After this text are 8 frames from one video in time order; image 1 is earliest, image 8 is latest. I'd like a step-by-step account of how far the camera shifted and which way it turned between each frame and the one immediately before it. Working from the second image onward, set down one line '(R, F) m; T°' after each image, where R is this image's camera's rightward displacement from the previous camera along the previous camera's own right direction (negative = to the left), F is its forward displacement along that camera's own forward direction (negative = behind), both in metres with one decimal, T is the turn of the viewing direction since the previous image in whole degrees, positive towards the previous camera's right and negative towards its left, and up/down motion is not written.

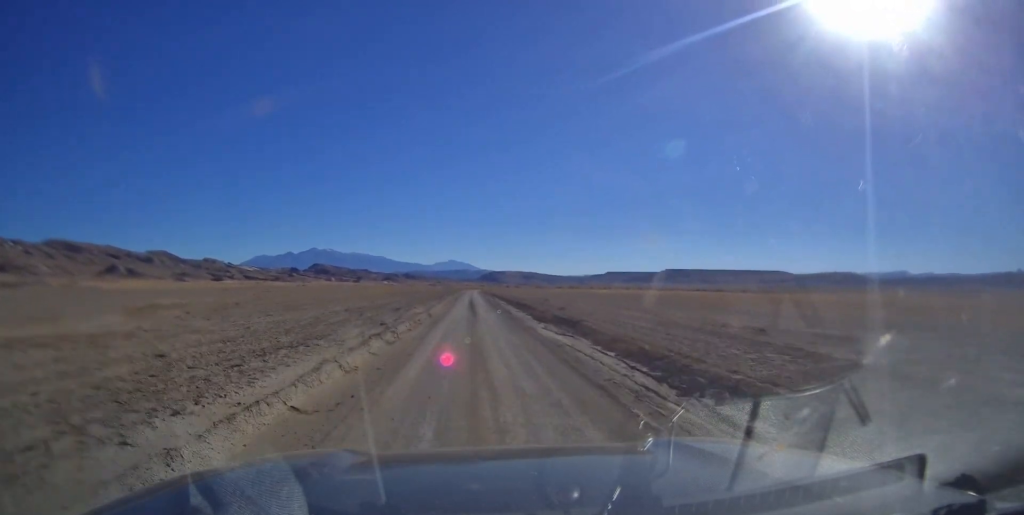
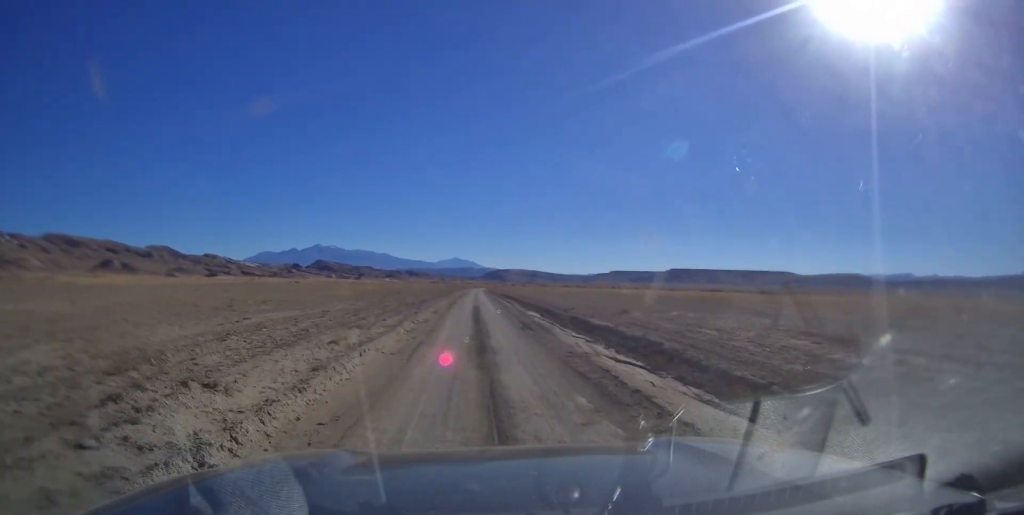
(+0.2, +26.9) m; 0°
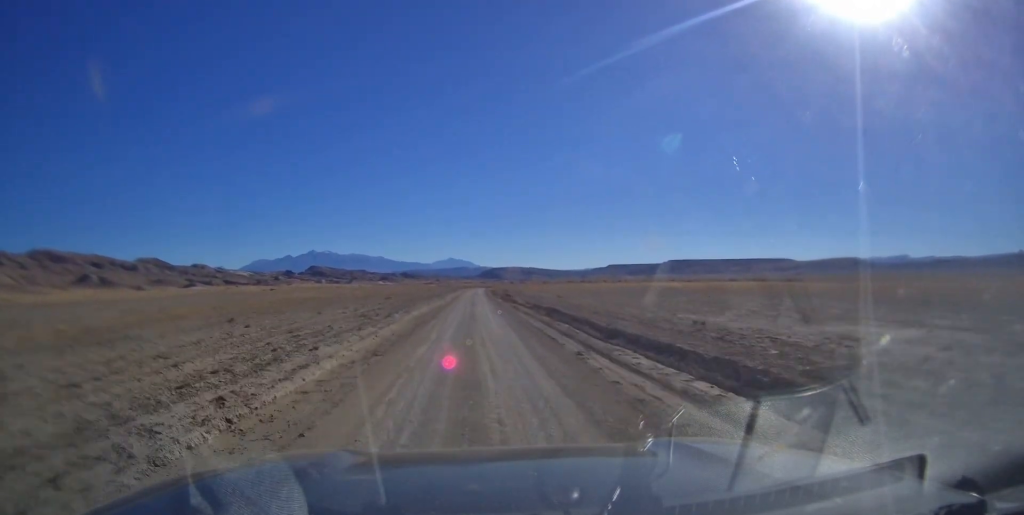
(-0.2, +54.9) m; 0°
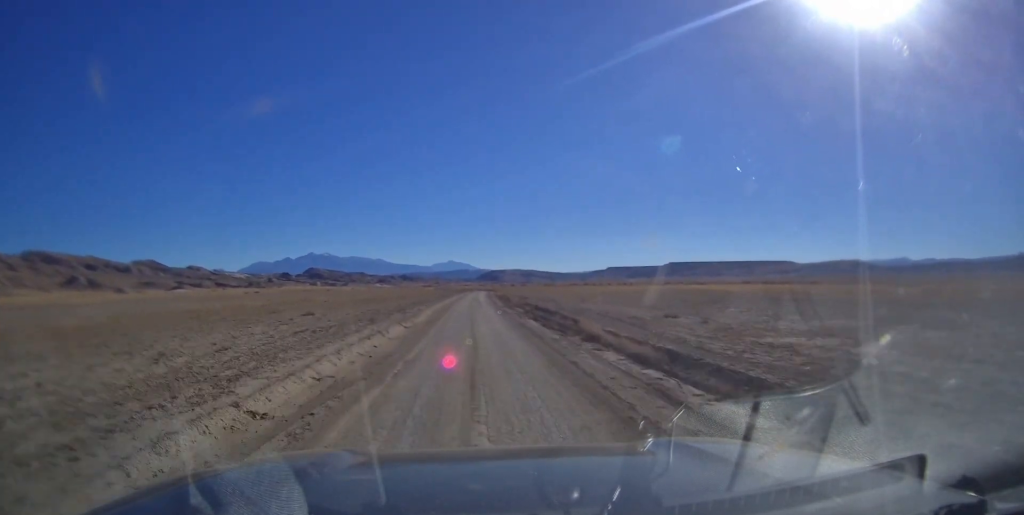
(0.0, +31.4) m; 0°
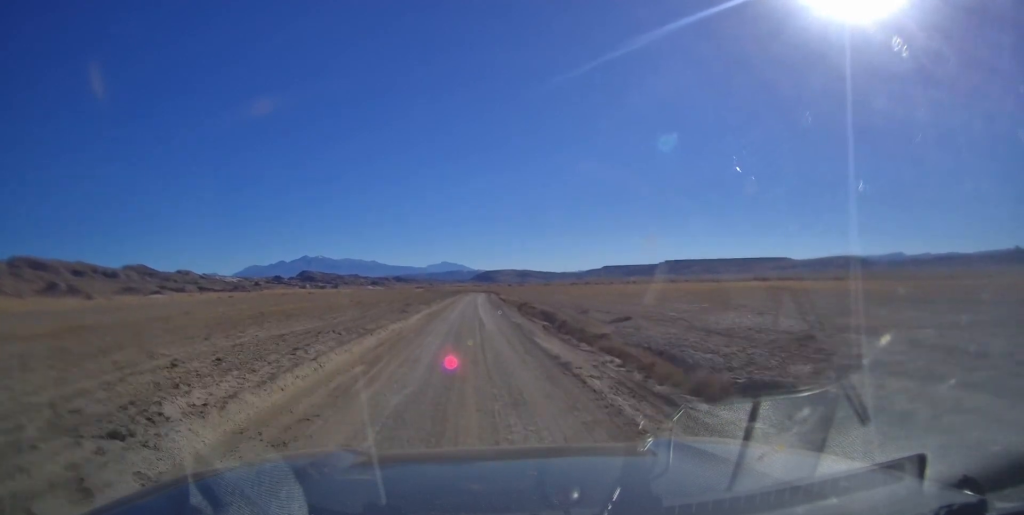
(-0.2, +38.4) m; 0°
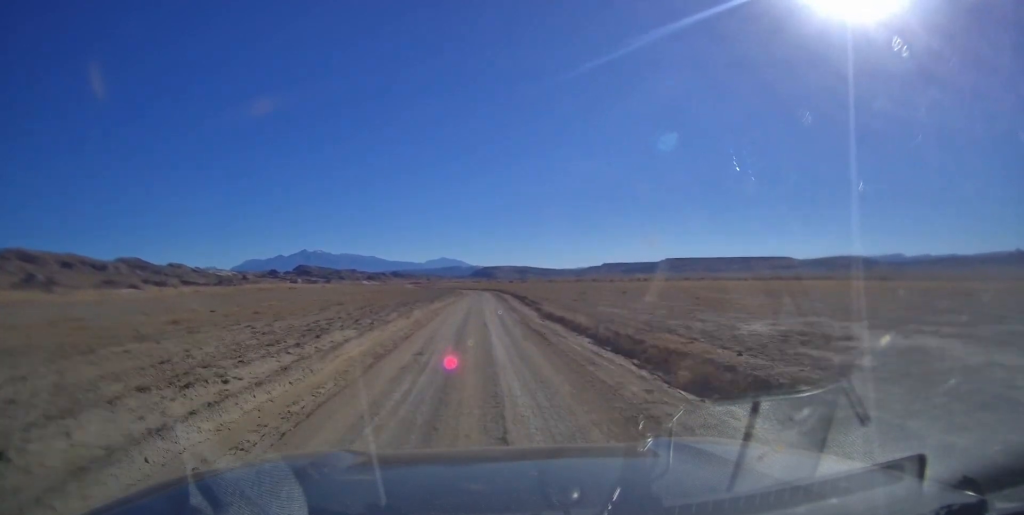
(+0.6, +47.8) m; +1°
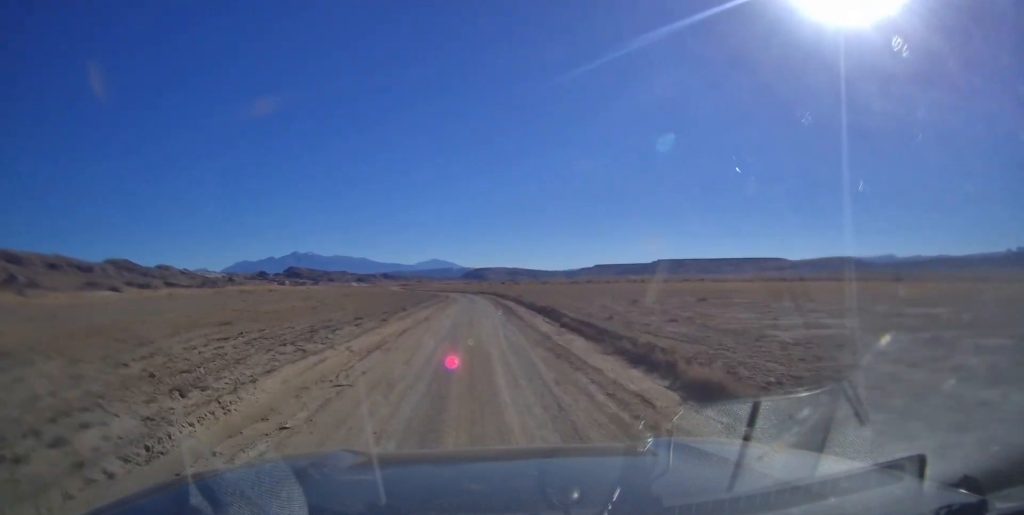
(-0.1, +21.7) m; 0°
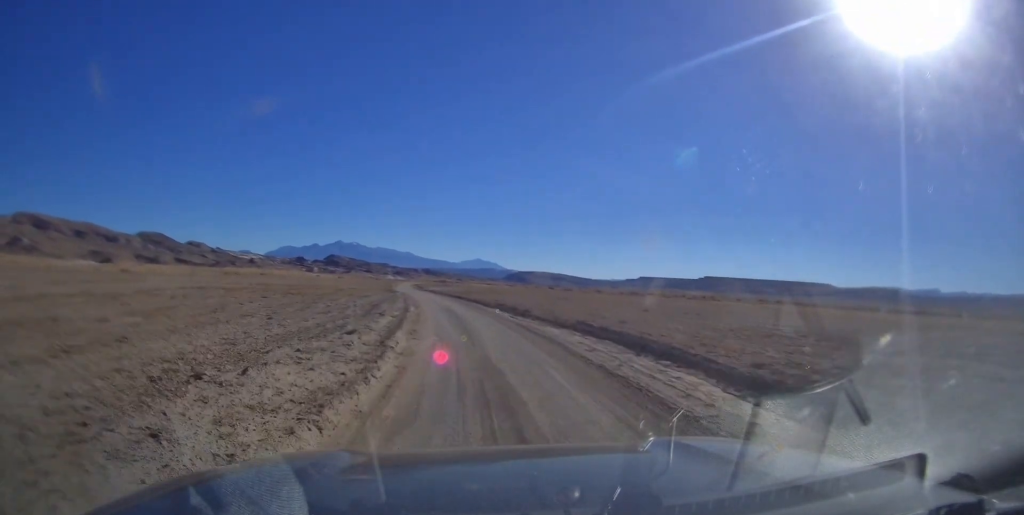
(0.0, +83.2) m; -3°
